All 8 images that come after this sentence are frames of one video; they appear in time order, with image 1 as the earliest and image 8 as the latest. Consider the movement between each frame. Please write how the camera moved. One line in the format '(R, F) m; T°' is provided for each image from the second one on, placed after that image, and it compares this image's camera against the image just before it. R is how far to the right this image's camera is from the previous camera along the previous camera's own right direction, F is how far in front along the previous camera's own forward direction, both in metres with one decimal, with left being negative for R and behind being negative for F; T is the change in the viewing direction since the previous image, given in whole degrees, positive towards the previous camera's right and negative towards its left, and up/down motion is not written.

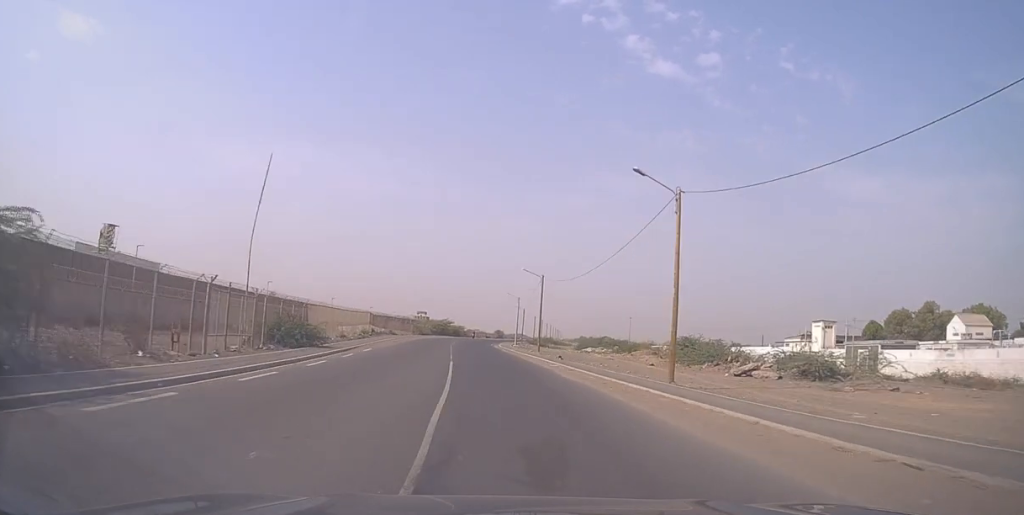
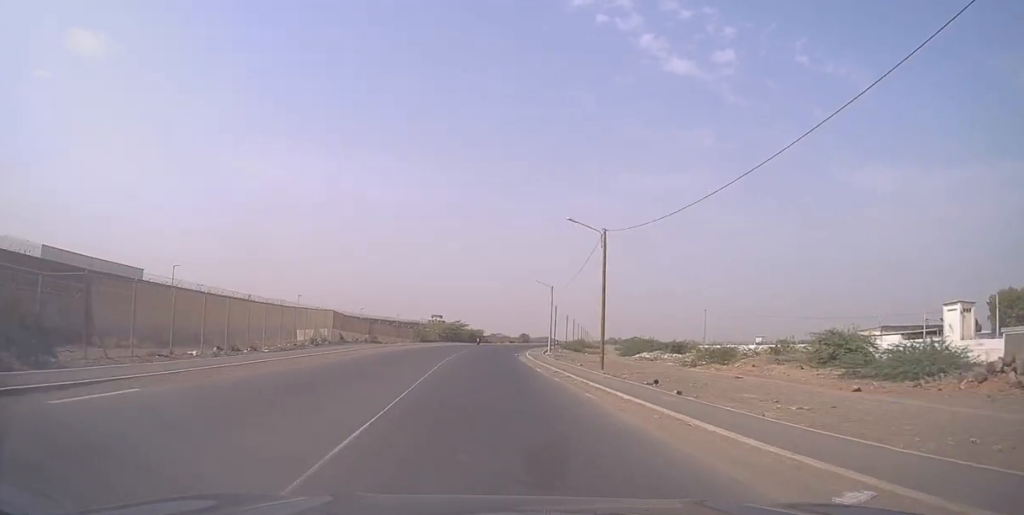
(-0.1, +27.7) m; -2°
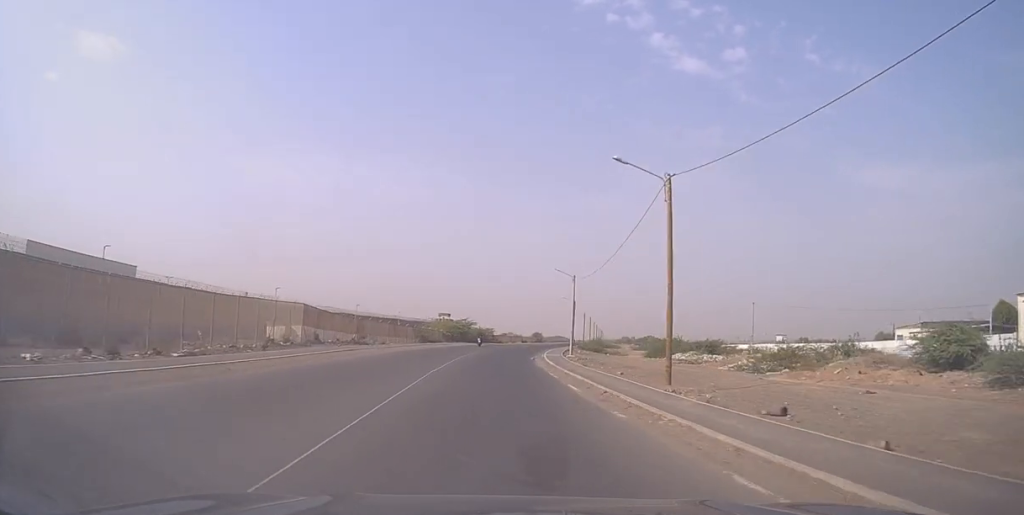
(-0.2, +11.6) m; -1°
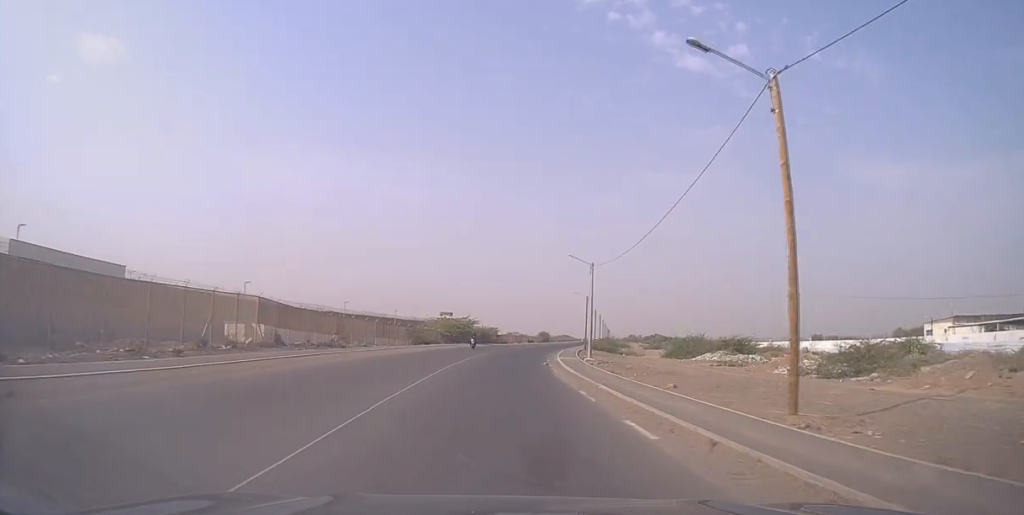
(-0.2, +9.3) m; -1°
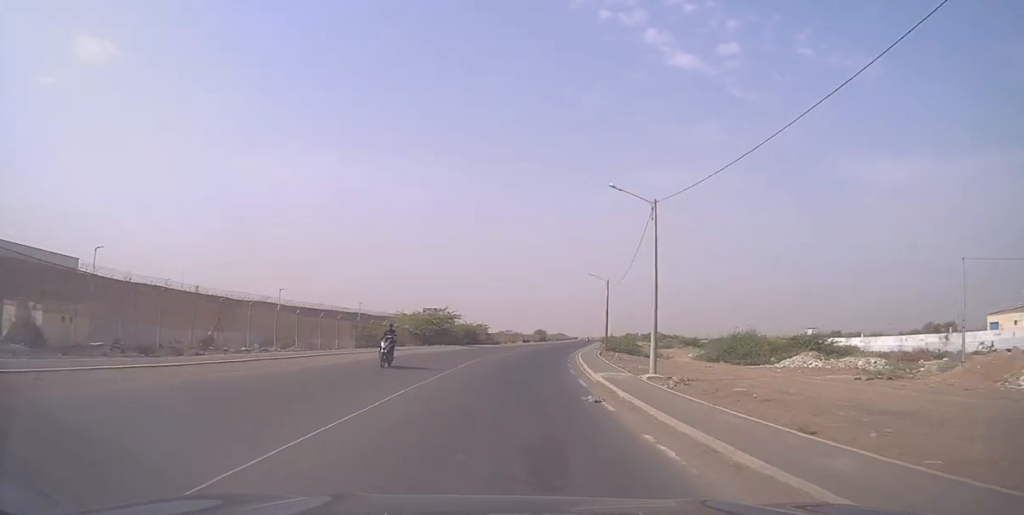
(-0.3, +23.2) m; 0°
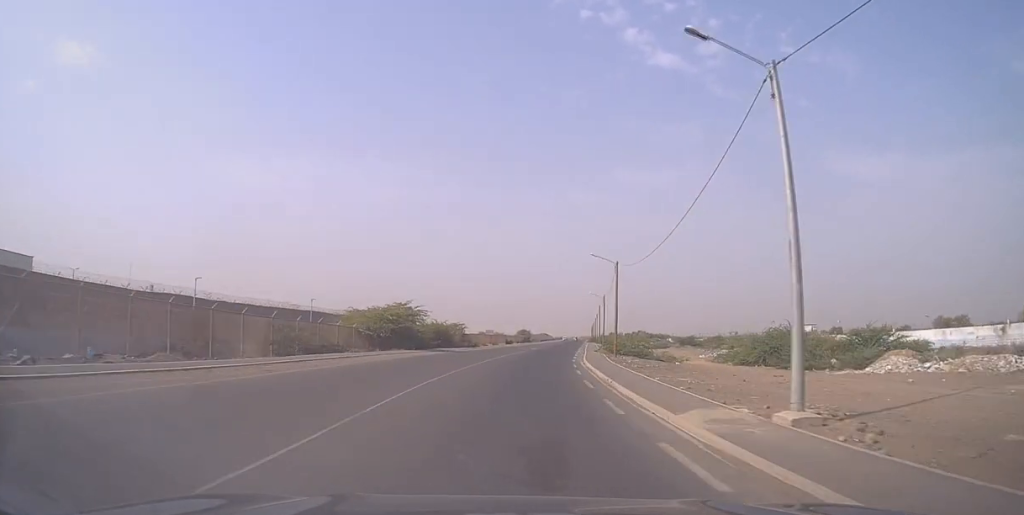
(+0.1, +15.0) m; +2°
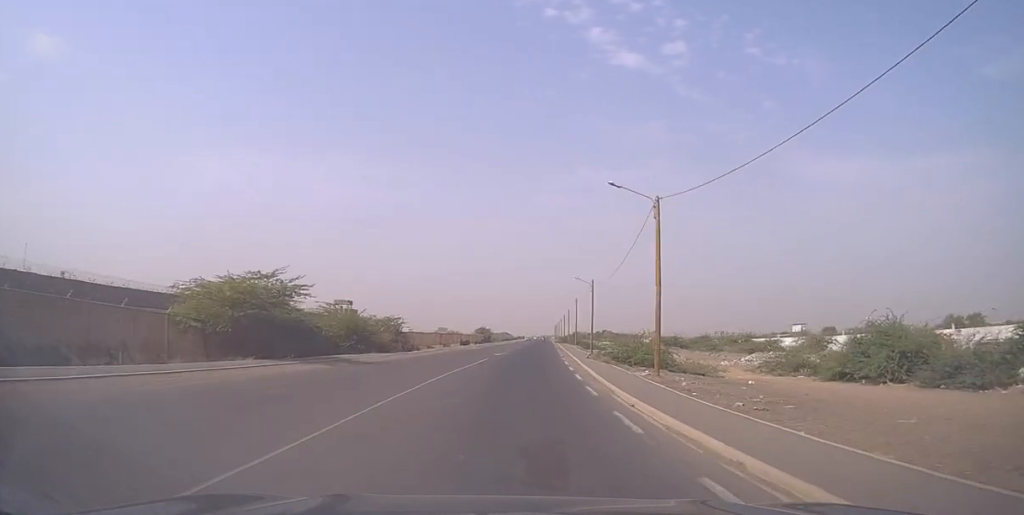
(+0.7, +22.6) m; +3°
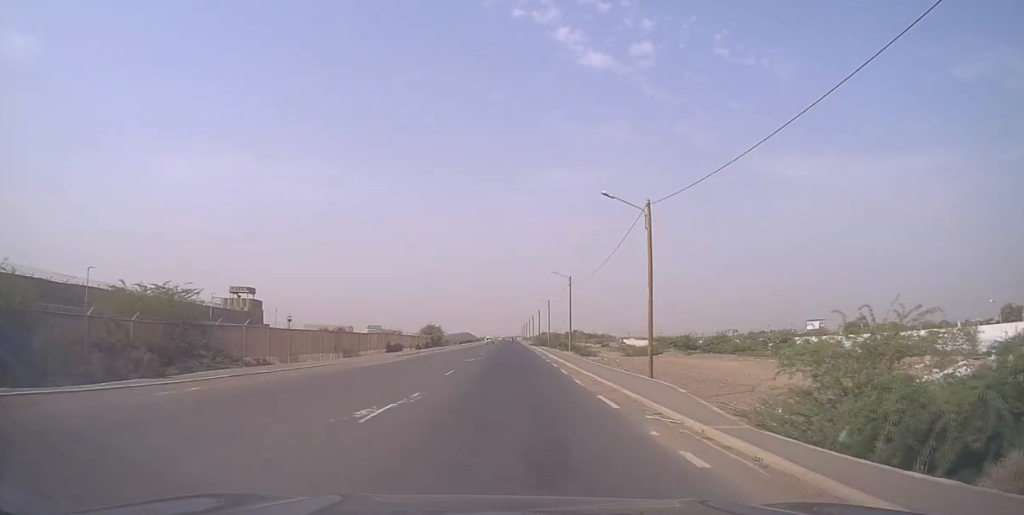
(+1.0, +34.3) m; +3°
